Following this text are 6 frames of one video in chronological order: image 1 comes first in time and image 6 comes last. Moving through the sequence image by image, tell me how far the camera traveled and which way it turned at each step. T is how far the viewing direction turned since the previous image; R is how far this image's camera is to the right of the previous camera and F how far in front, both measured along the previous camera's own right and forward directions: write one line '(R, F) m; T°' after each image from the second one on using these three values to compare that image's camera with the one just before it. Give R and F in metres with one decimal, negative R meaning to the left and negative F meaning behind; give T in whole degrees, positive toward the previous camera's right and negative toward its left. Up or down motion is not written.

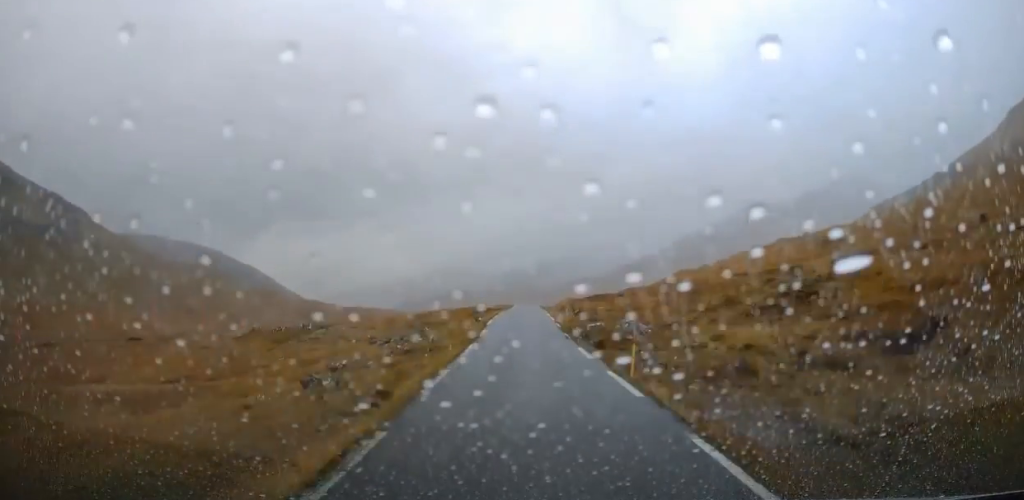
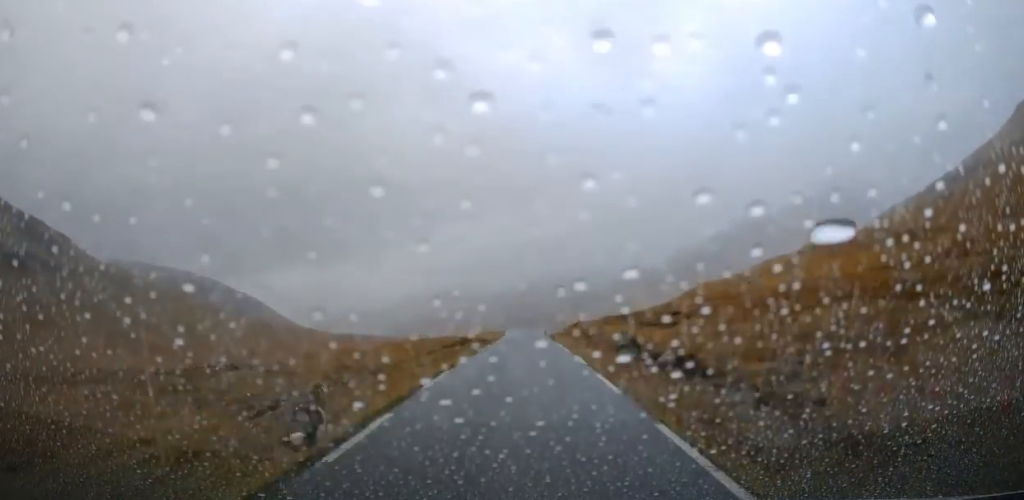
(+0.1, +29.7) m; +1°
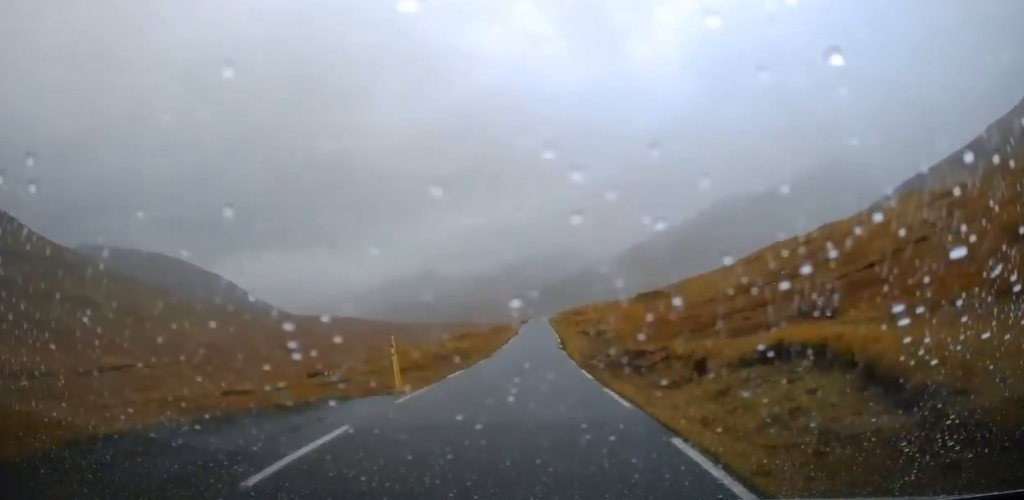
(+1.6, +67.2) m; +3°
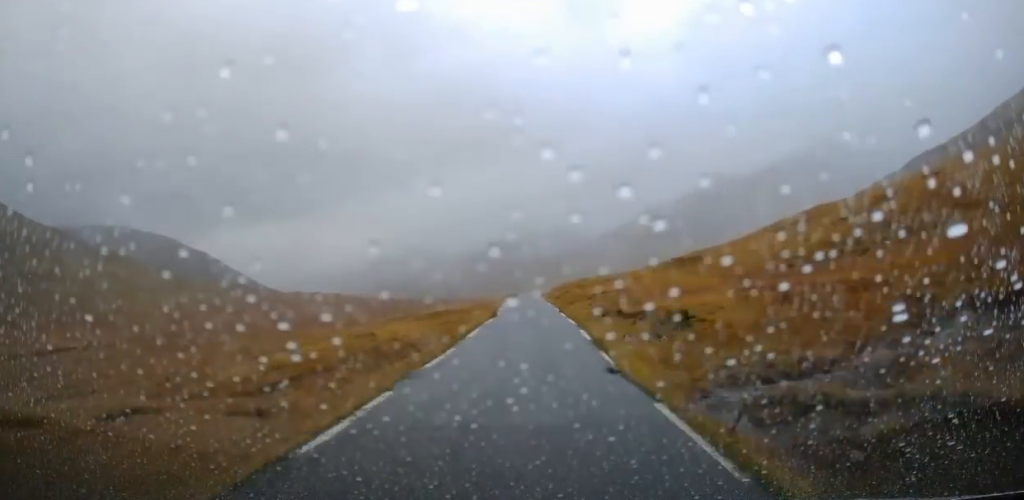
(+0.2, +23.2) m; +1°
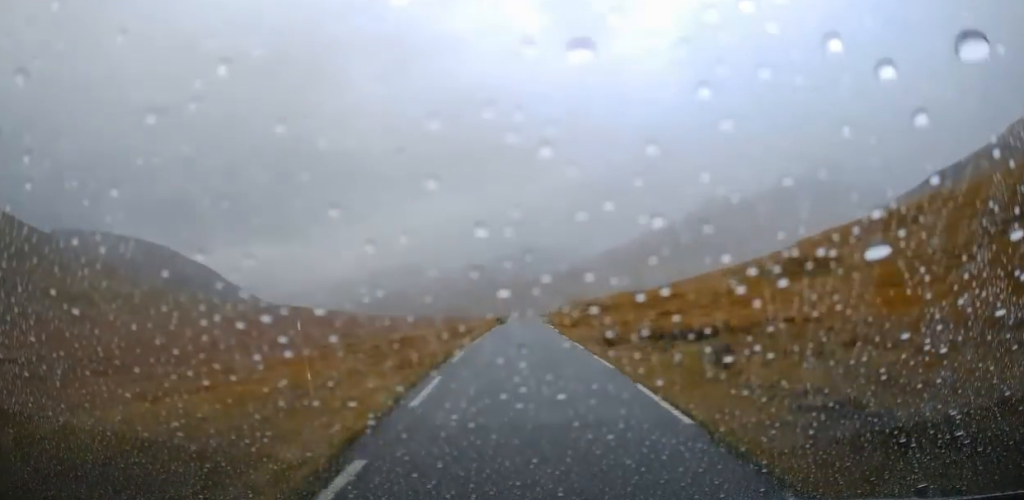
(+0.3, +26.9) m; 0°
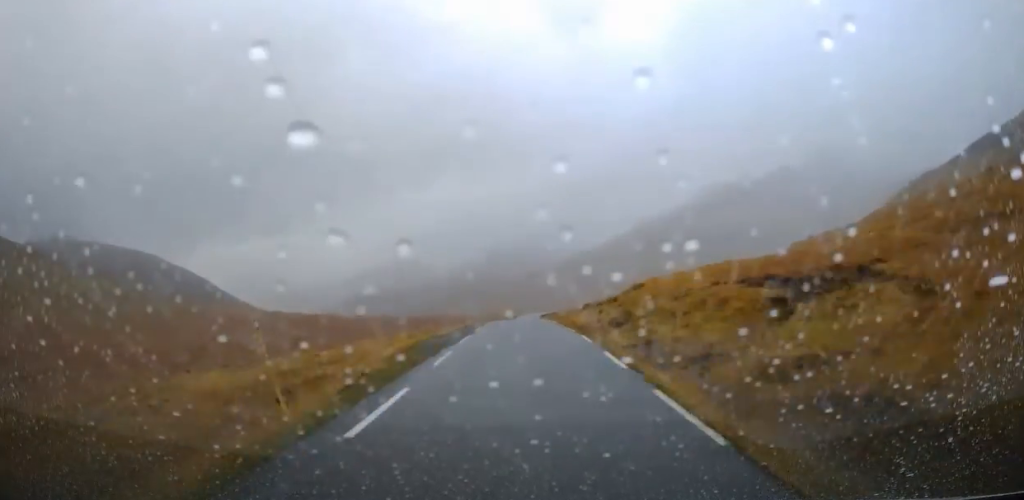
(+0.5, +60.5) m; 0°
